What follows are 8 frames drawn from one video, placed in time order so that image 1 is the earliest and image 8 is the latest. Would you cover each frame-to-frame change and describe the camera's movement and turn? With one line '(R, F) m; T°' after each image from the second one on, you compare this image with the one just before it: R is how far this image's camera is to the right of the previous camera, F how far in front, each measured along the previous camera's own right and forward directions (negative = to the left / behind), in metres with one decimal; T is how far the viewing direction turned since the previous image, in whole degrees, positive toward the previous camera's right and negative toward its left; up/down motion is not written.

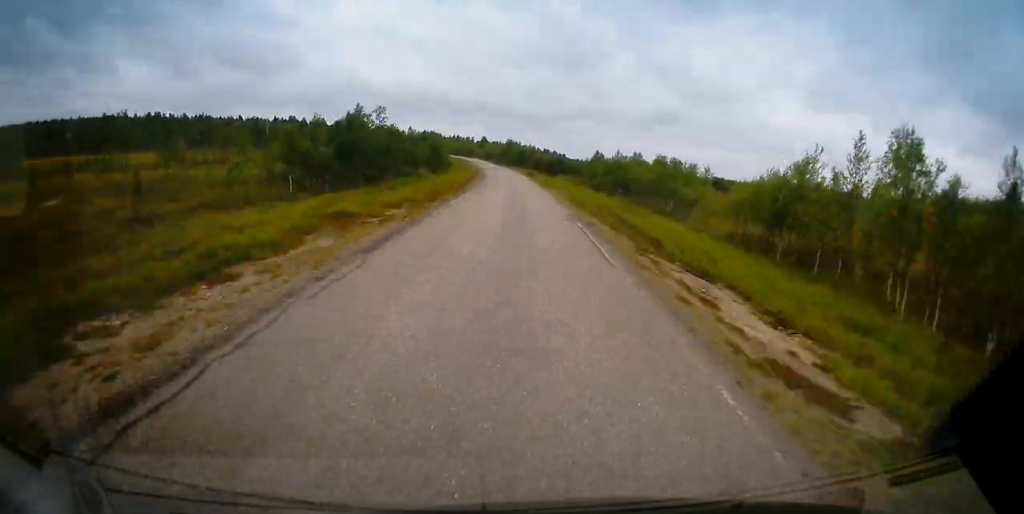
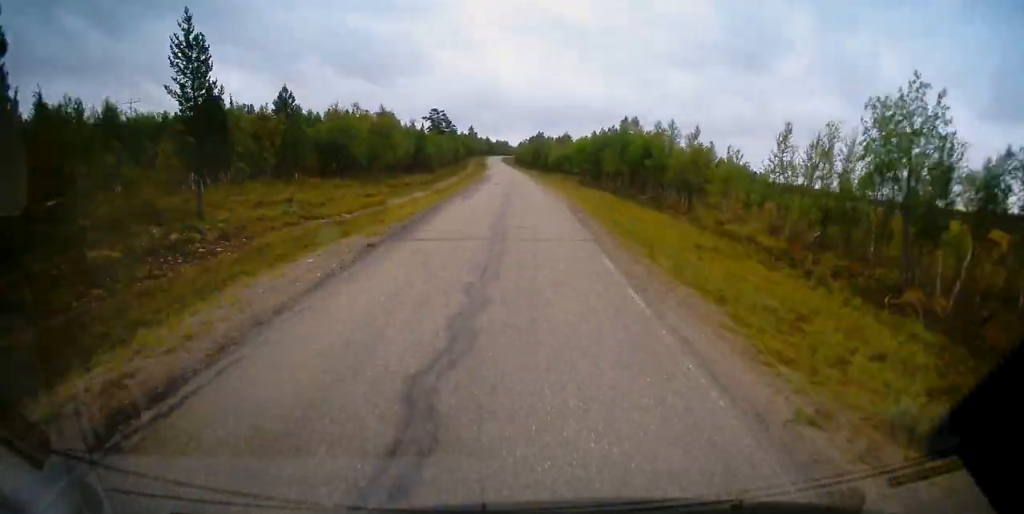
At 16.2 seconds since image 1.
(-29.8, +244.4) m; -13°
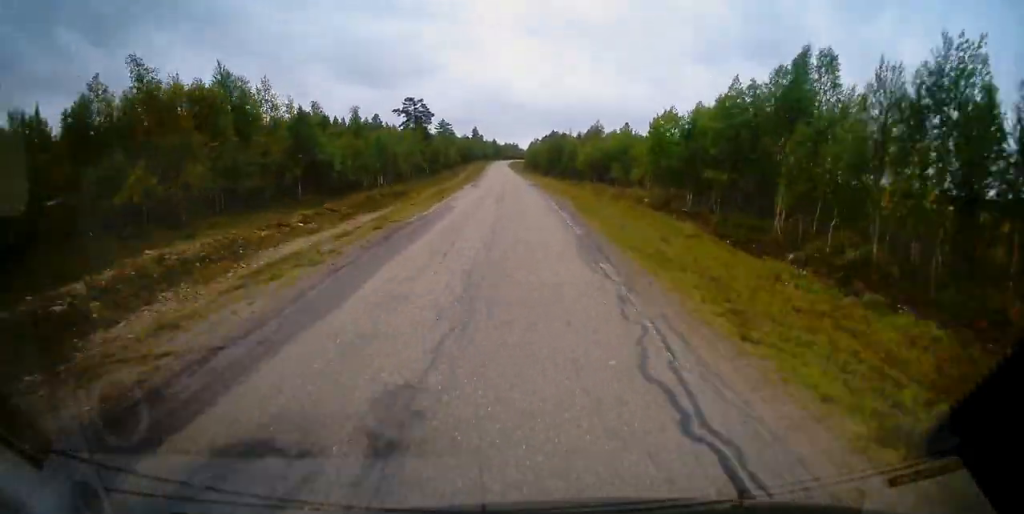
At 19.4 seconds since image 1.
(-1.0, +48.1) m; -2°
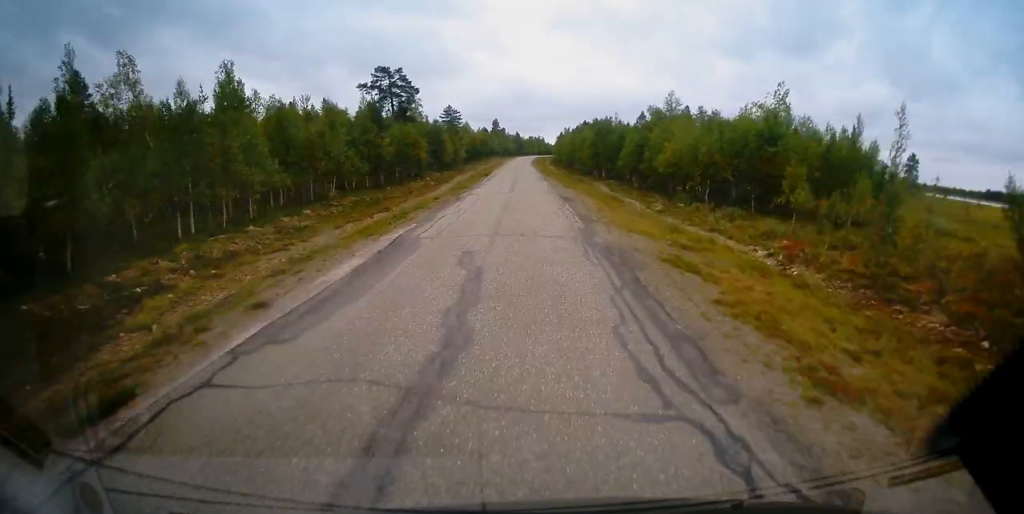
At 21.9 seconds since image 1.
(-0.3, +38.9) m; -1°
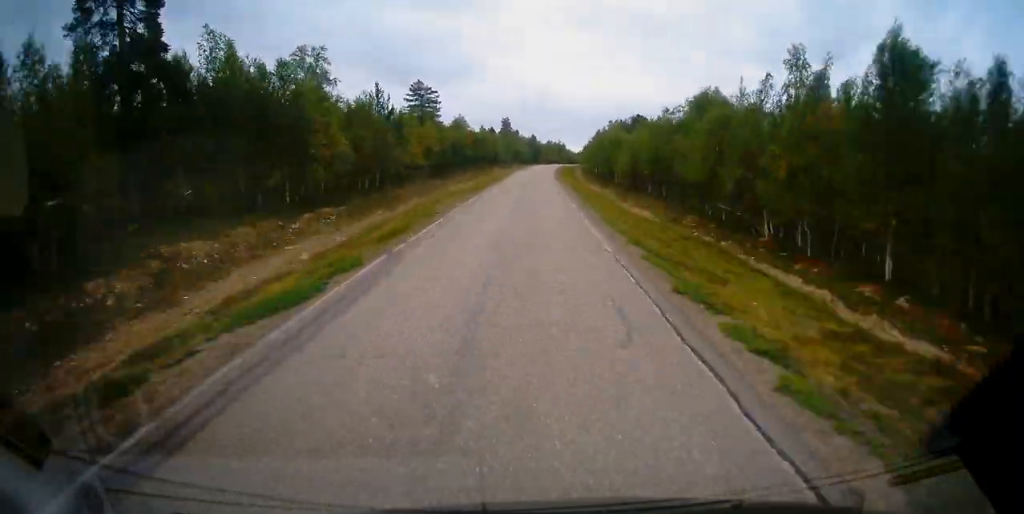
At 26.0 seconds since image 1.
(-0.9, +62.4) m; 0°
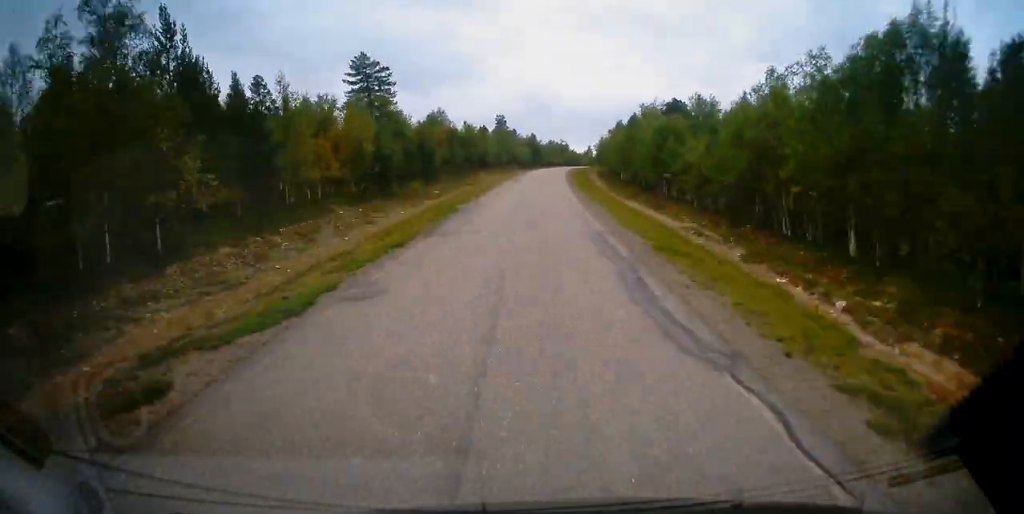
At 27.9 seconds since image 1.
(+0.1, +30.1) m; +1°
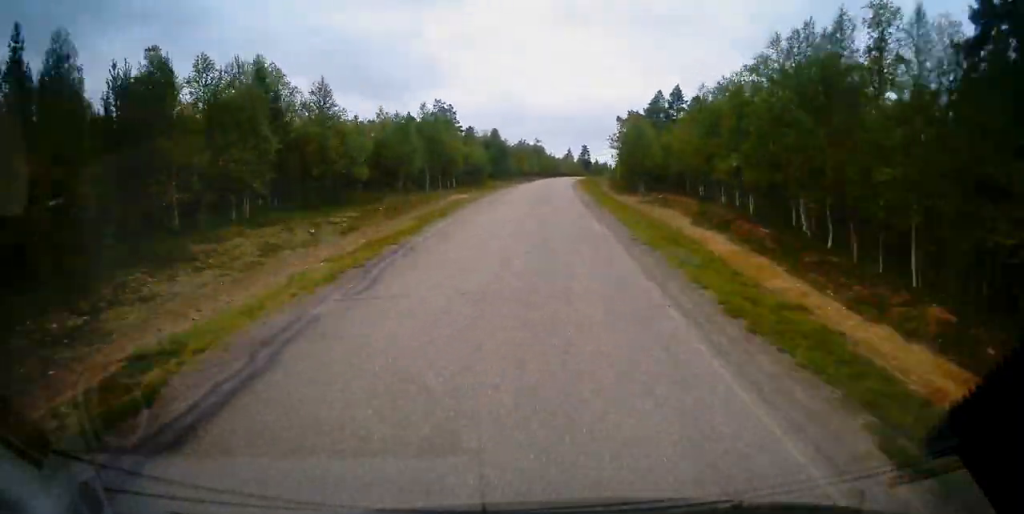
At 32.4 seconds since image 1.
(+1.3, +69.5) m; +3°
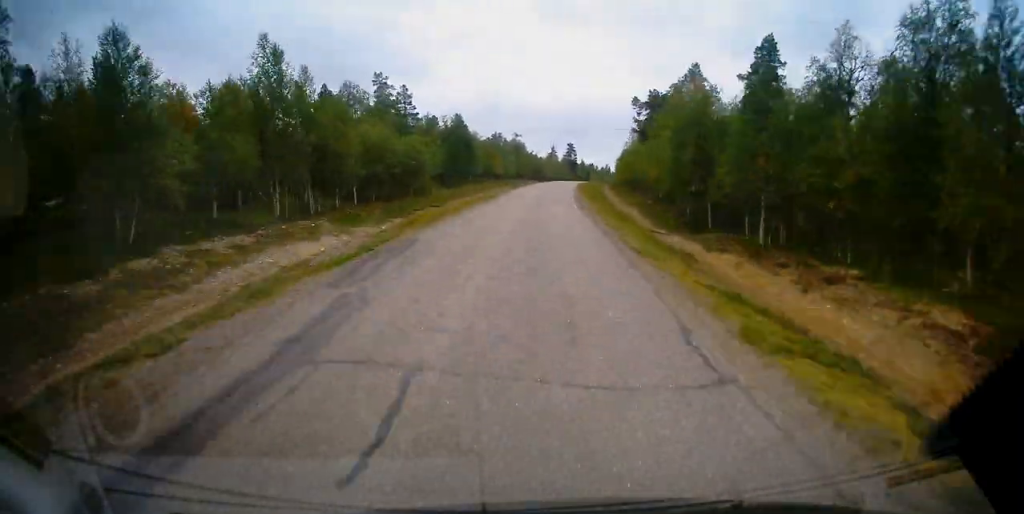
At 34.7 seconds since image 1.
(+0.4, +35.0) m; +2°
